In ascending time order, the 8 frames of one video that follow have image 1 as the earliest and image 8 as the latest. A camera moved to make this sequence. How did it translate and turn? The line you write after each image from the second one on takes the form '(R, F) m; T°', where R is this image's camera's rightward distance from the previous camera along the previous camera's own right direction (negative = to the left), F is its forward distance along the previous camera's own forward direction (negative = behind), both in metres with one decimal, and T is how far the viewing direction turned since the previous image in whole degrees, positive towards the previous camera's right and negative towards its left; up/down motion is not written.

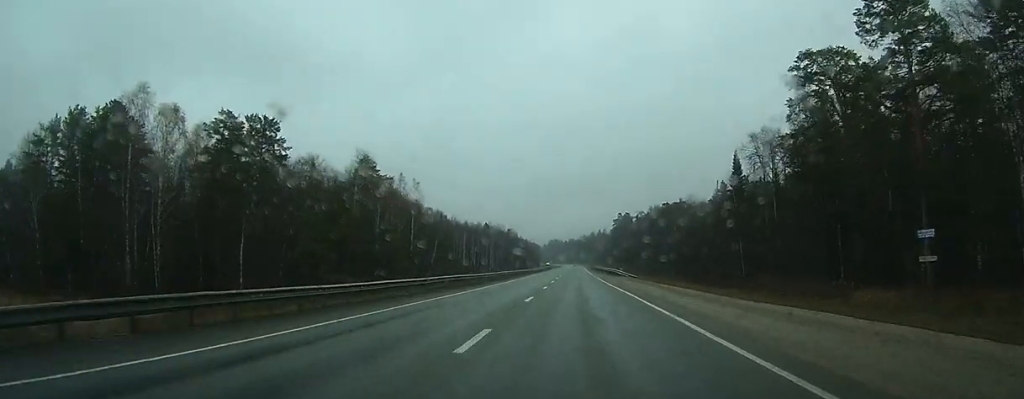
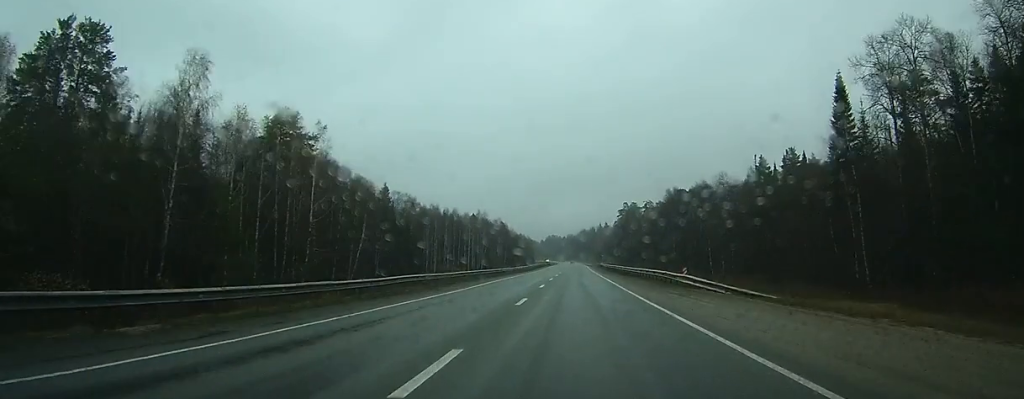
(0.0, +39.9) m; 0°
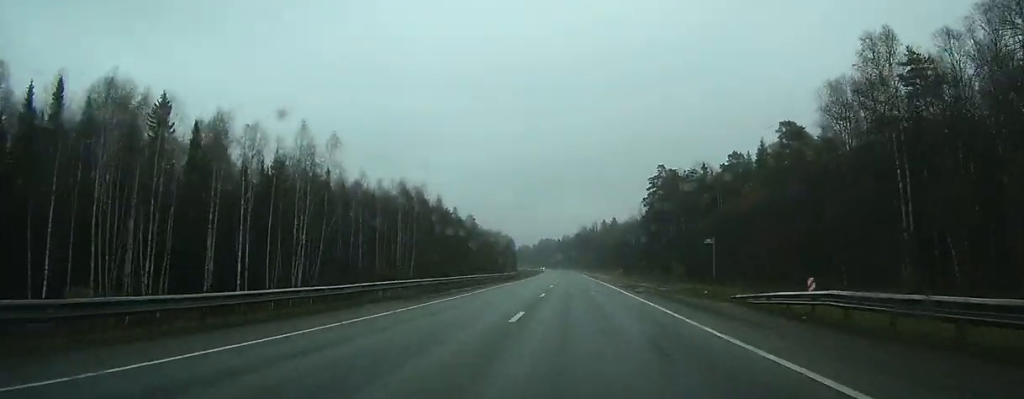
(+0.4, +106.8) m; 0°
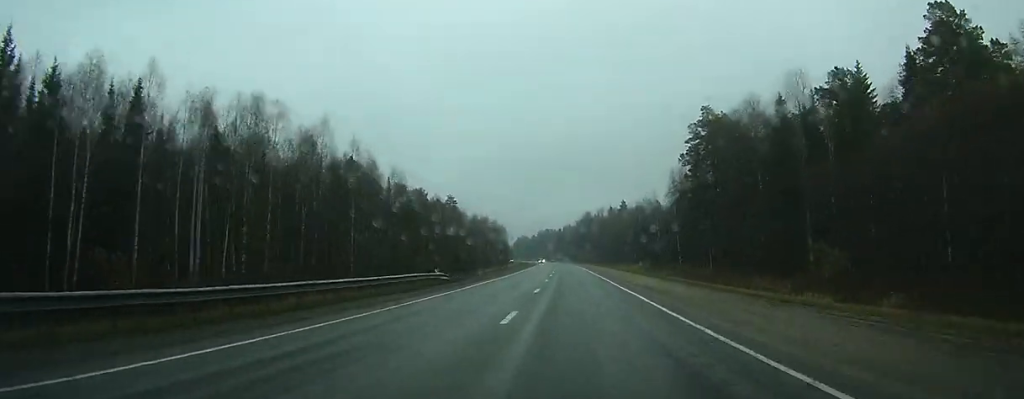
(0.0, +42.3) m; 0°
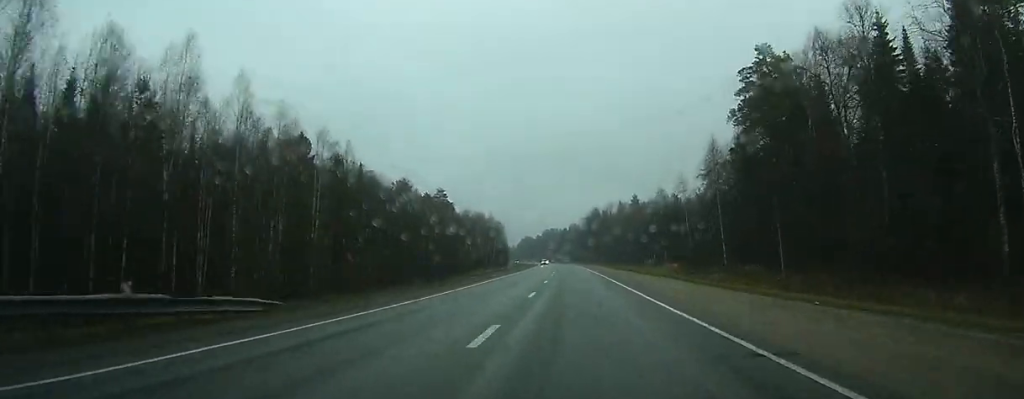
(0.0, +23.5) m; 0°
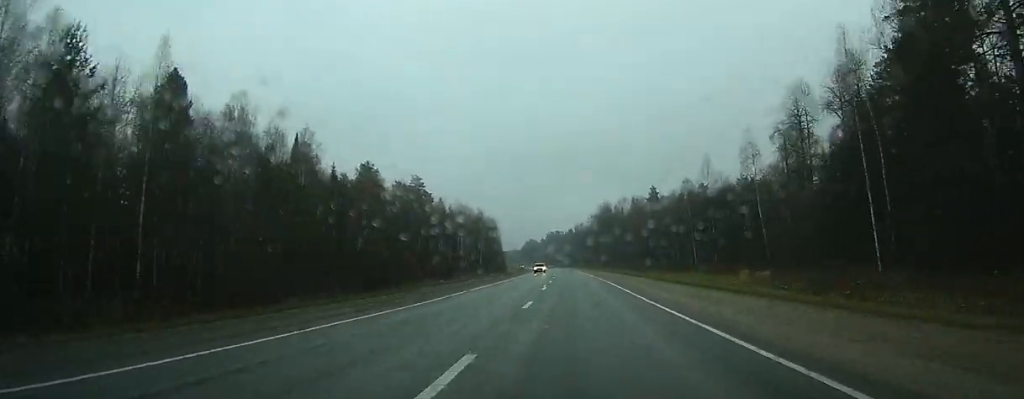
(-0.1, +34.4) m; -1°
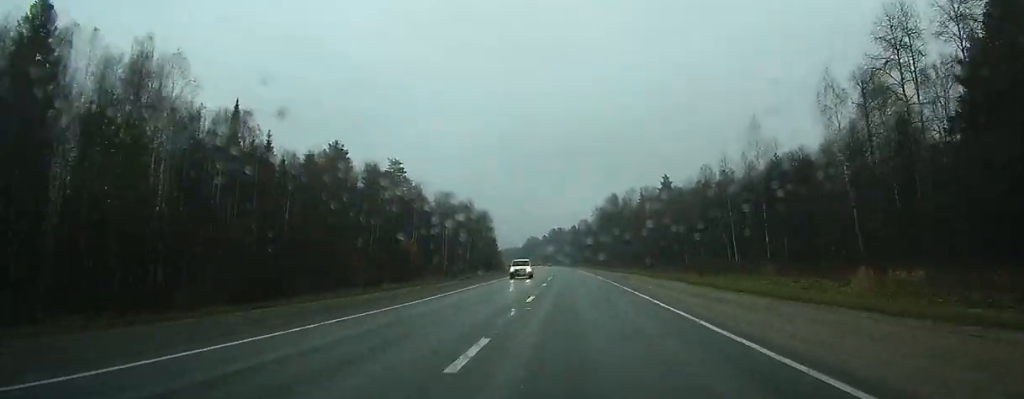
(-0.2, +21.3) m; 0°
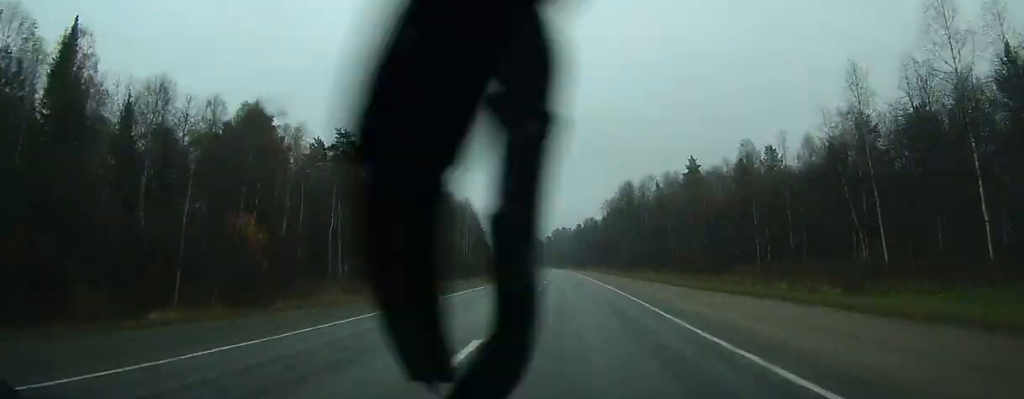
(-0.2, +36.5) m; -1°
